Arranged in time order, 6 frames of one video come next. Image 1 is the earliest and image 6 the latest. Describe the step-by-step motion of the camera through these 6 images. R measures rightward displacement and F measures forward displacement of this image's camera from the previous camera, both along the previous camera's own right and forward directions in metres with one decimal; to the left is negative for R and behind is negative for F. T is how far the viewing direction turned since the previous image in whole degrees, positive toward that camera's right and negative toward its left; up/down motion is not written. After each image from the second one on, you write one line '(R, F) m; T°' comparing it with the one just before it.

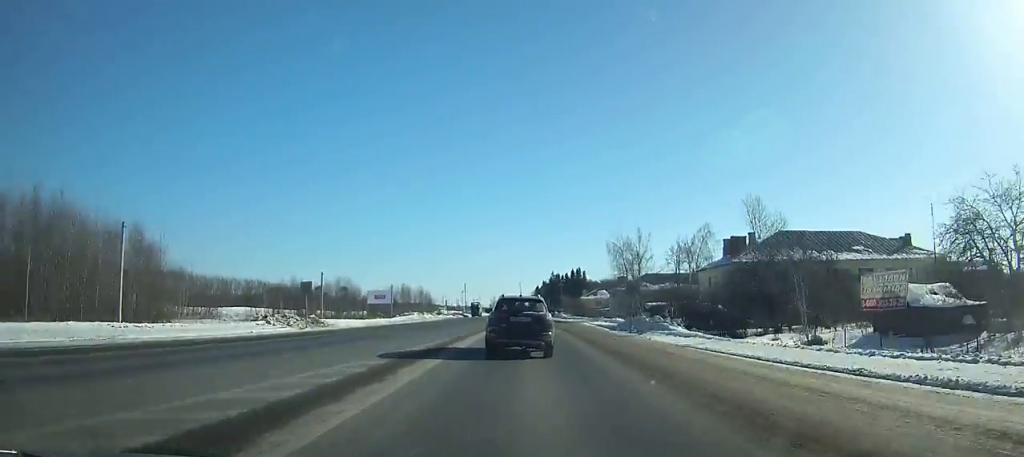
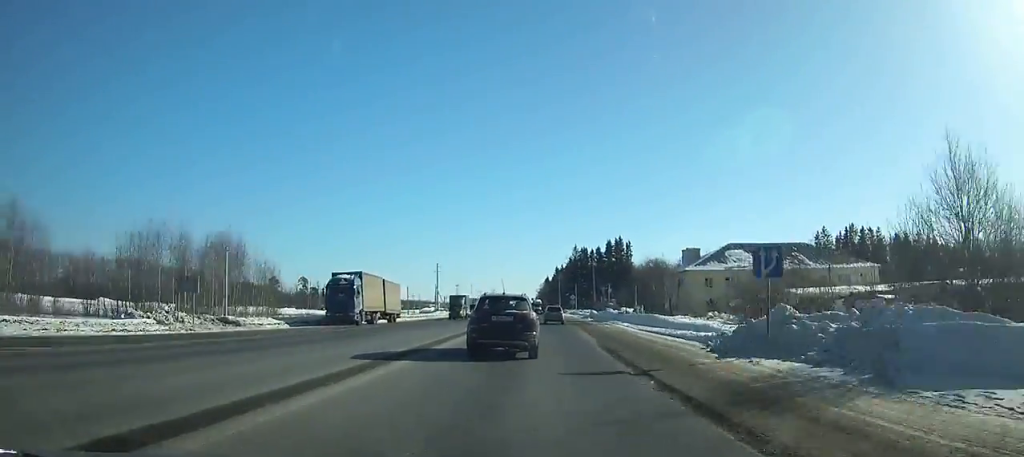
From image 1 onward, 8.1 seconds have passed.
(+0.3, +125.4) m; 0°
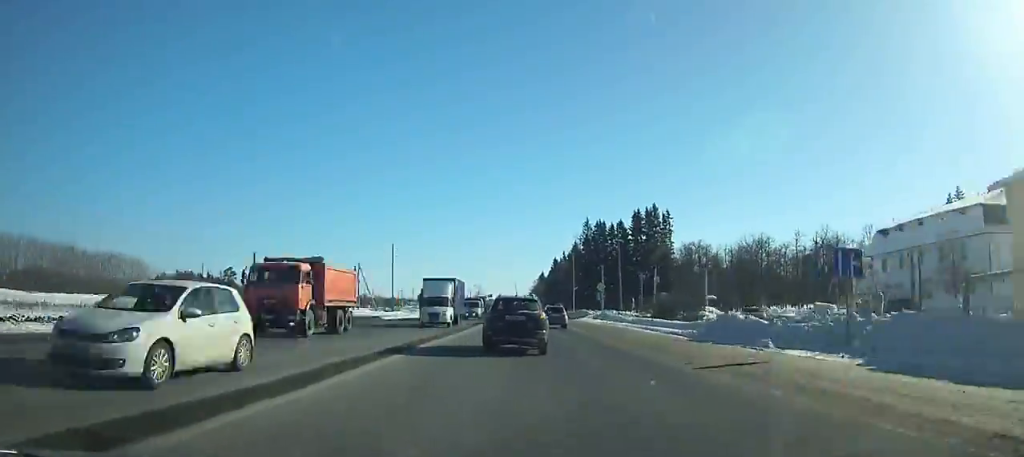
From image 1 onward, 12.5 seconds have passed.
(+0.1, +63.6) m; +1°
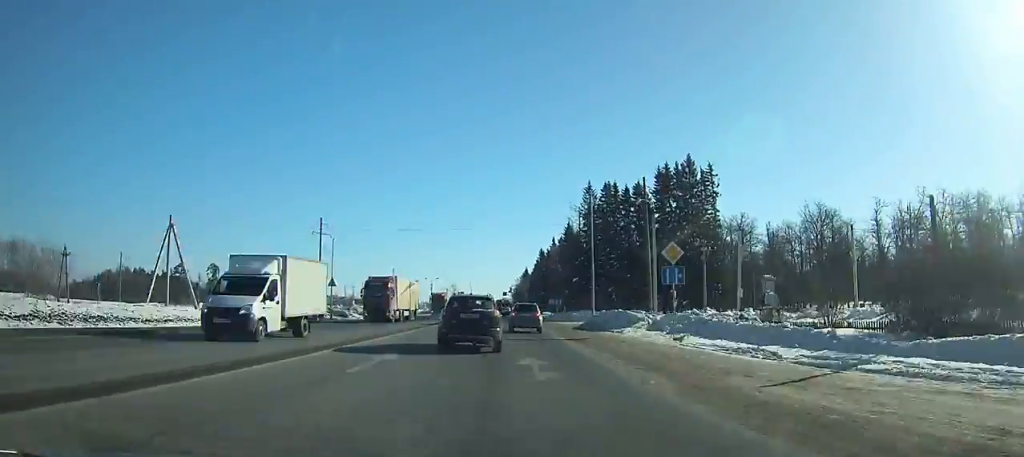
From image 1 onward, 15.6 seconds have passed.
(+0.5, +43.4) m; 0°
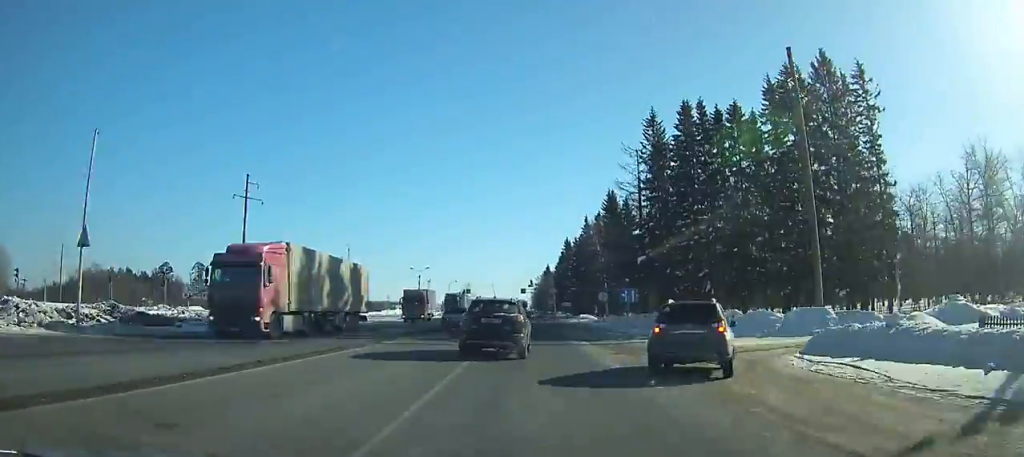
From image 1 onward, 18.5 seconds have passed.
(-0.1, +39.7) m; 0°
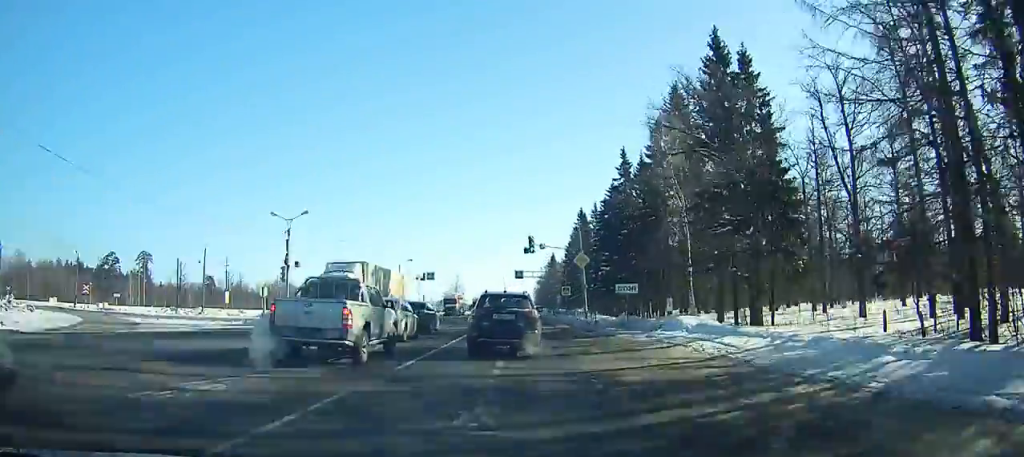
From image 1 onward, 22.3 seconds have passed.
(-0.1, +51.7) m; 0°
